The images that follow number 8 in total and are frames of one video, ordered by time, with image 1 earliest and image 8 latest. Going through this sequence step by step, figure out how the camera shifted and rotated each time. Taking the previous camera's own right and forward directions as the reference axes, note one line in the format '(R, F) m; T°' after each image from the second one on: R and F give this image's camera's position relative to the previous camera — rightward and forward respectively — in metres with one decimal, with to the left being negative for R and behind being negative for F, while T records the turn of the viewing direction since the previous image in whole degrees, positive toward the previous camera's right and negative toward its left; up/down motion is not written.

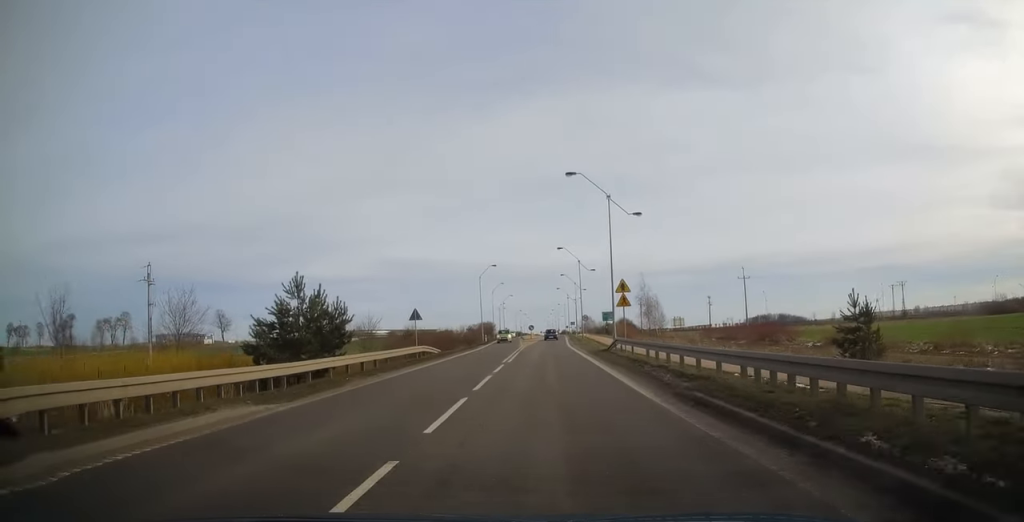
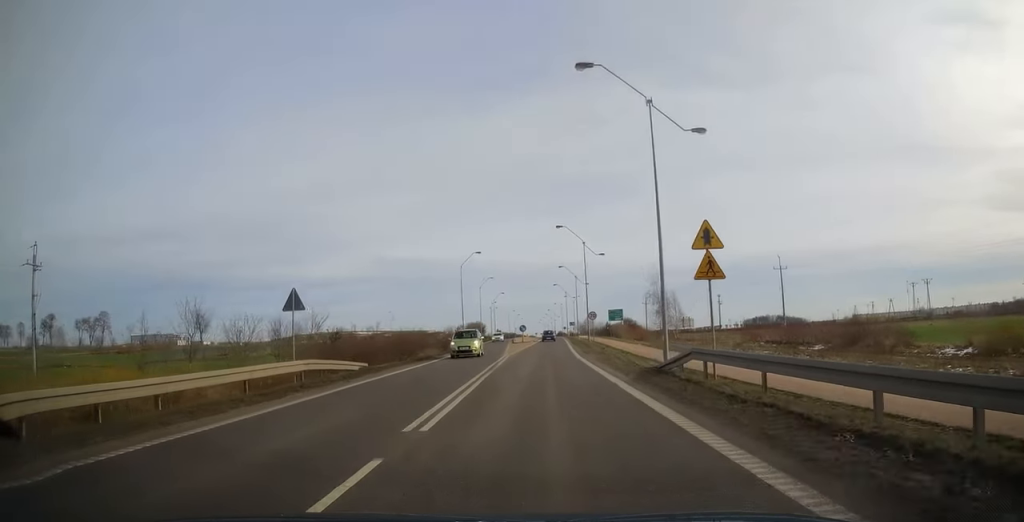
(+0.3, +17.8) m; +1°
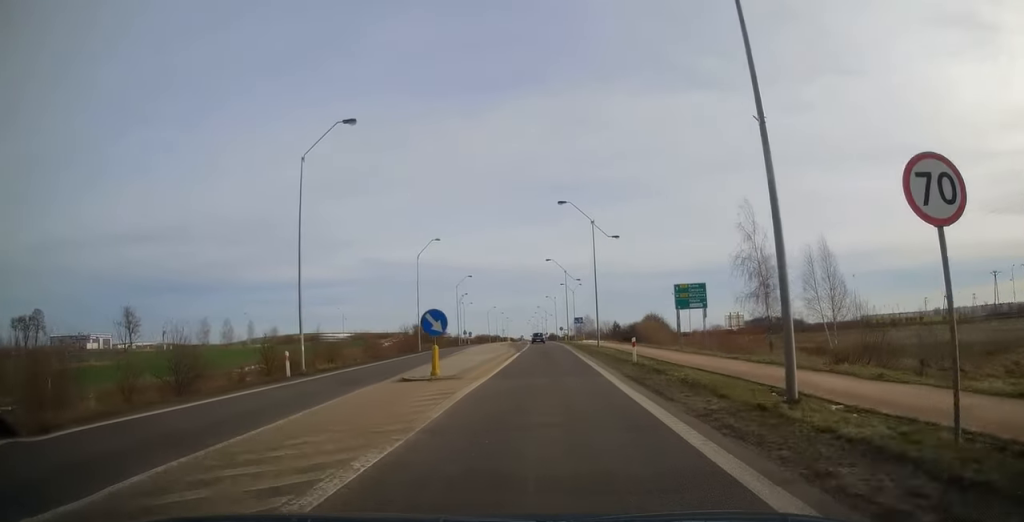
(+0.2, +51.9) m; +1°
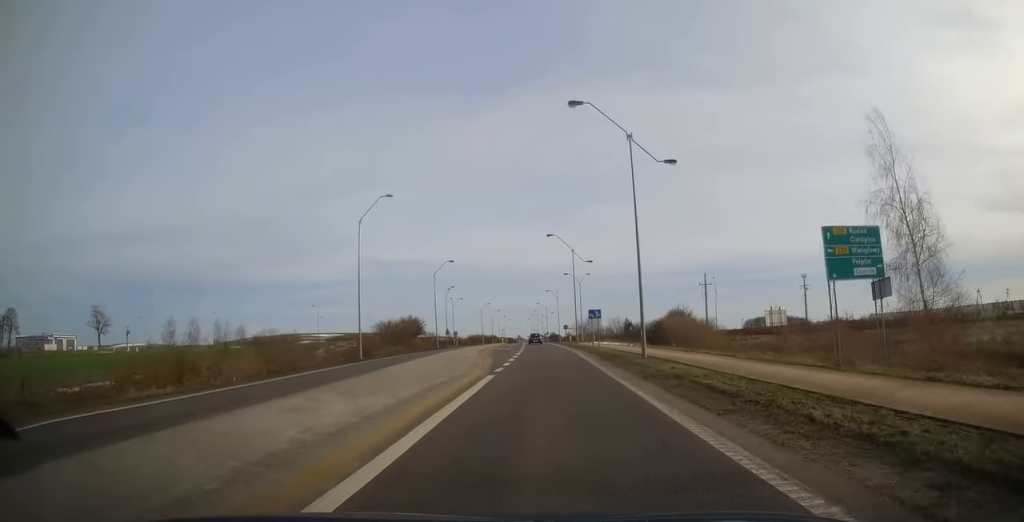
(+0.3, +21.9) m; +1°
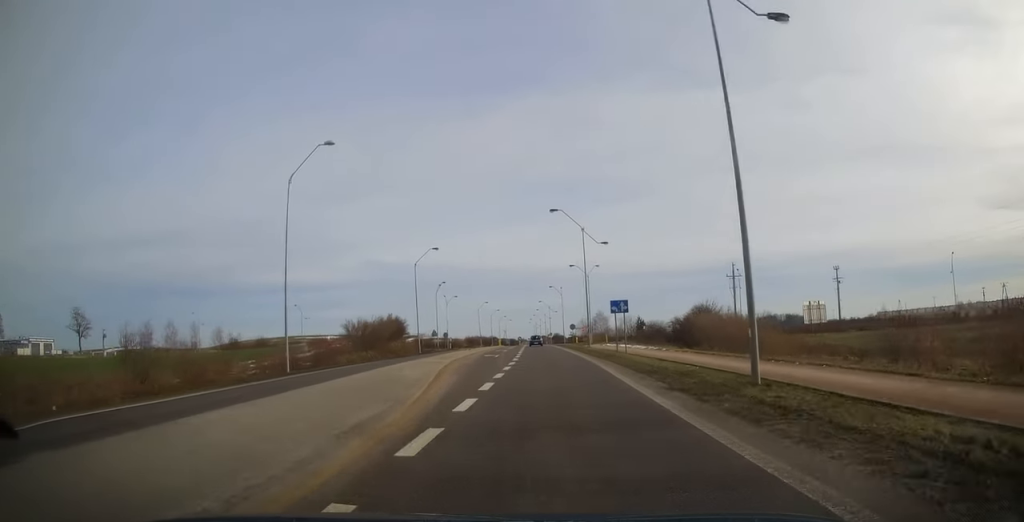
(+0.1, +14.0) m; 0°
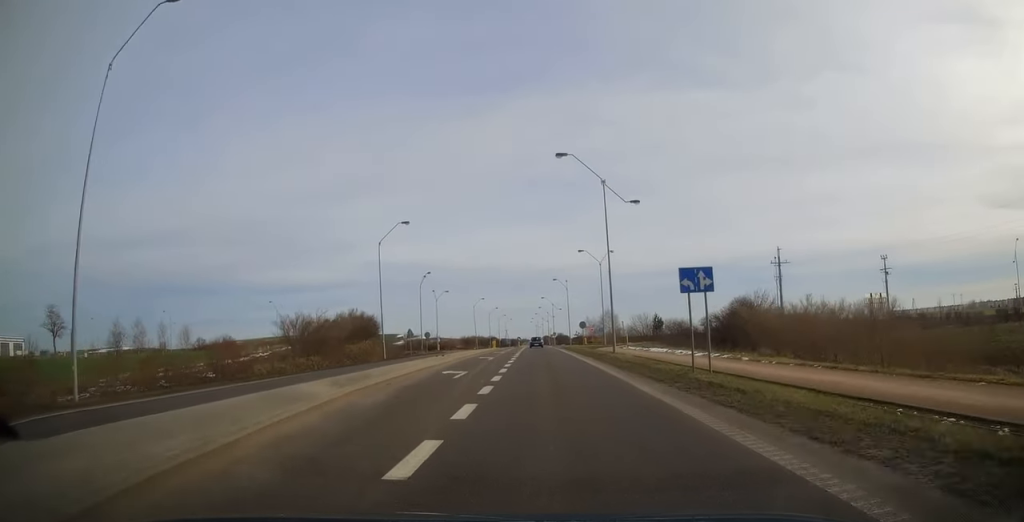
(-0.3, +16.8) m; -1°
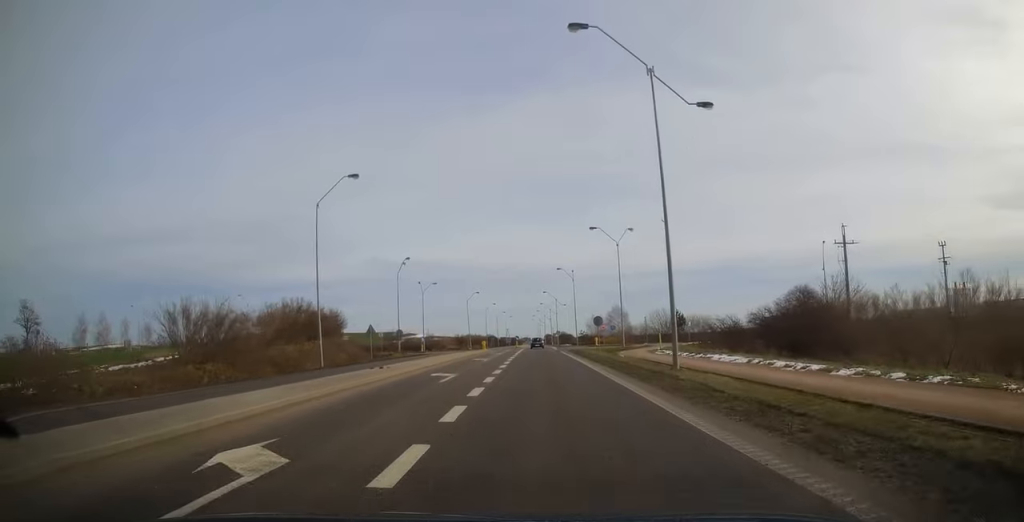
(0.0, +16.1) m; 0°
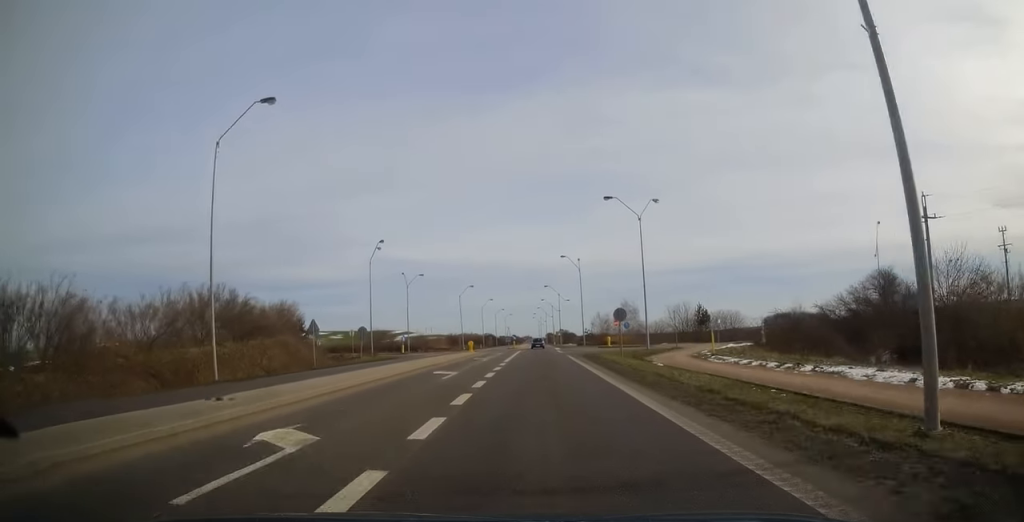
(0.0, +13.4) m; 0°
